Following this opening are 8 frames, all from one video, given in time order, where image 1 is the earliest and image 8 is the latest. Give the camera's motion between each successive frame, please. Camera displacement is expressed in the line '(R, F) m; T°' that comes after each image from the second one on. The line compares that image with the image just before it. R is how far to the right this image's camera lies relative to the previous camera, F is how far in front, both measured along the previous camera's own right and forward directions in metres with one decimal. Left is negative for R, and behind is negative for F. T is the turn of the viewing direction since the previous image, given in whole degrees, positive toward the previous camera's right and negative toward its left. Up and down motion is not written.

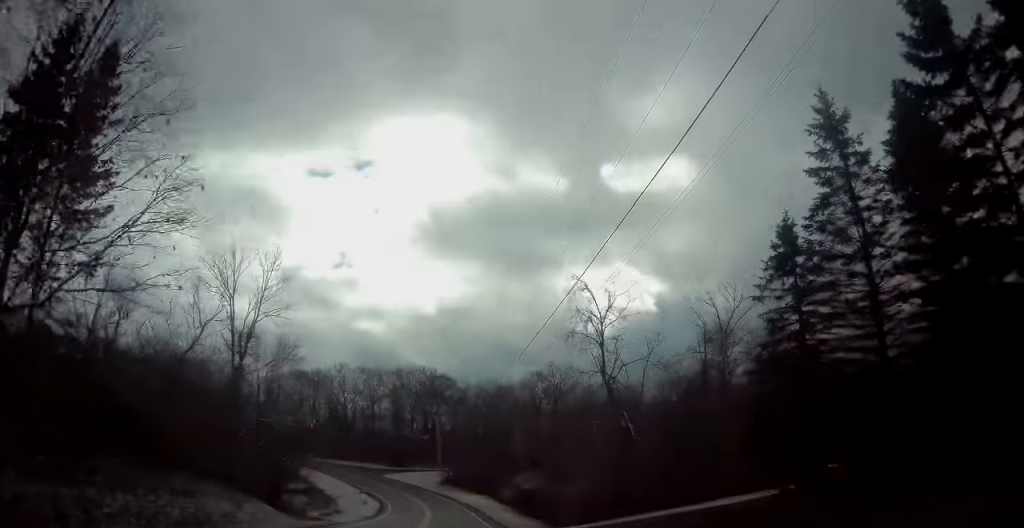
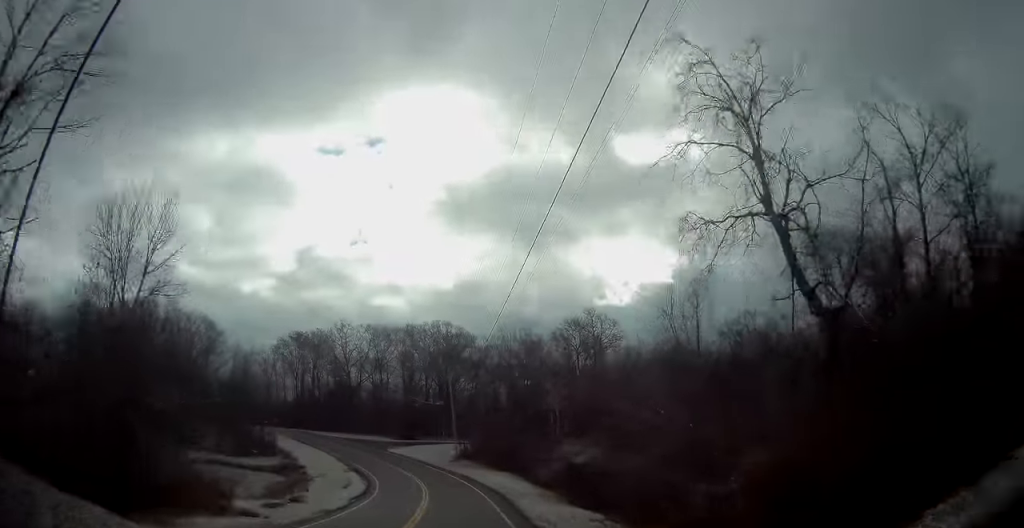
(-0.3, +17.8) m; -3°
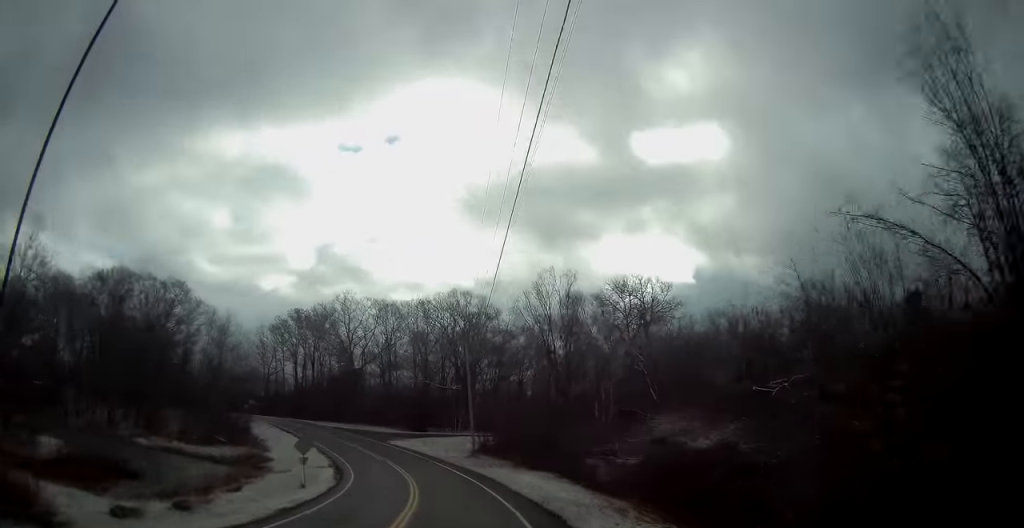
(-0.5, +16.0) m; -4°
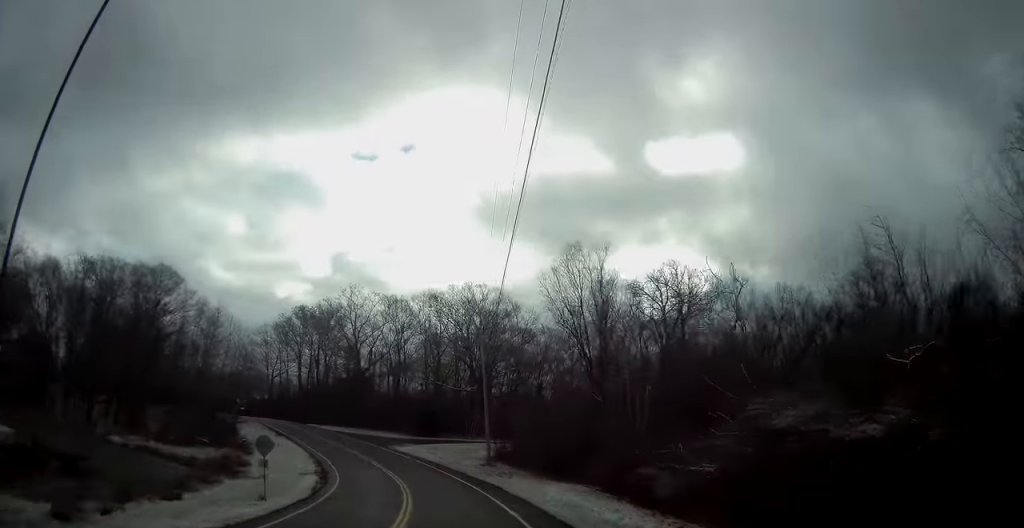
(-0.2, +7.4) m; -2°
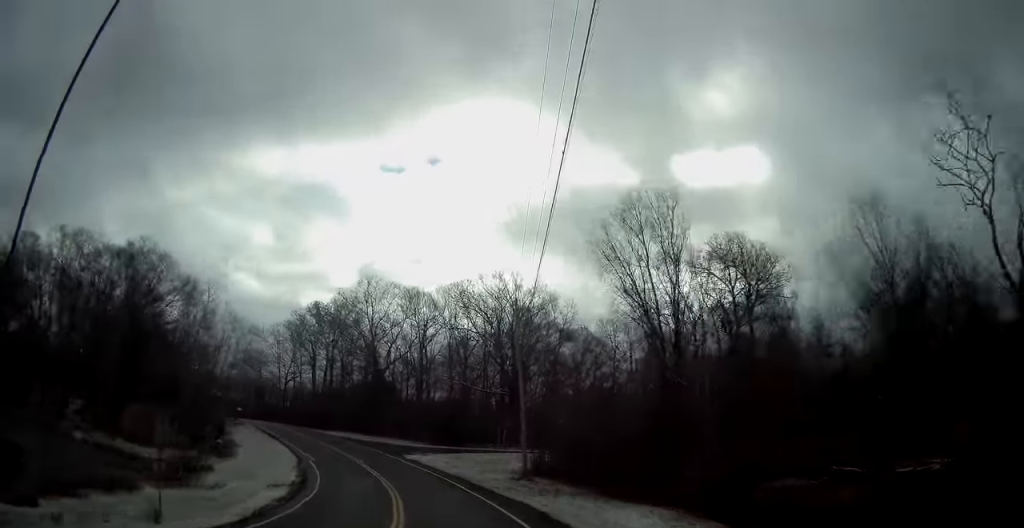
(-0.2, +9.7) m; -3°
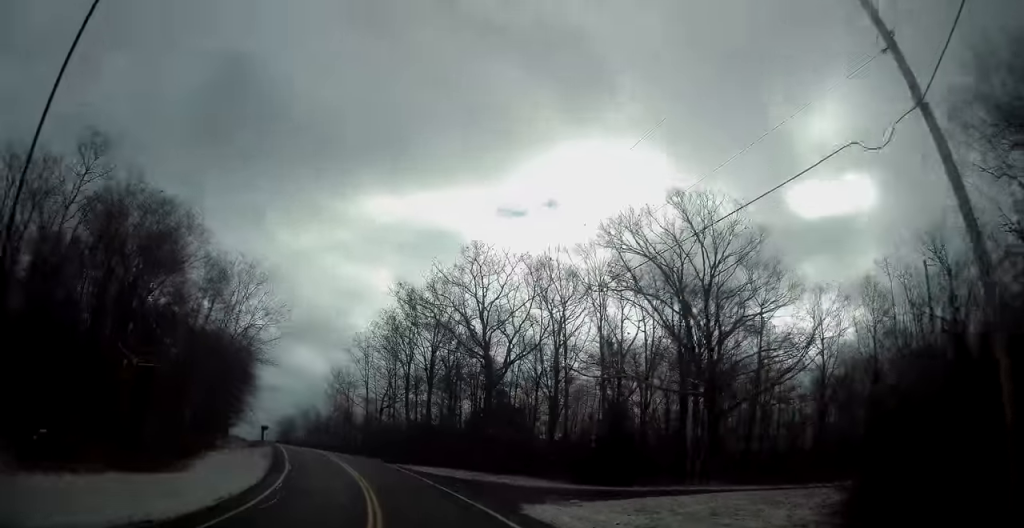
(-2.6, +25.9) m; -13°
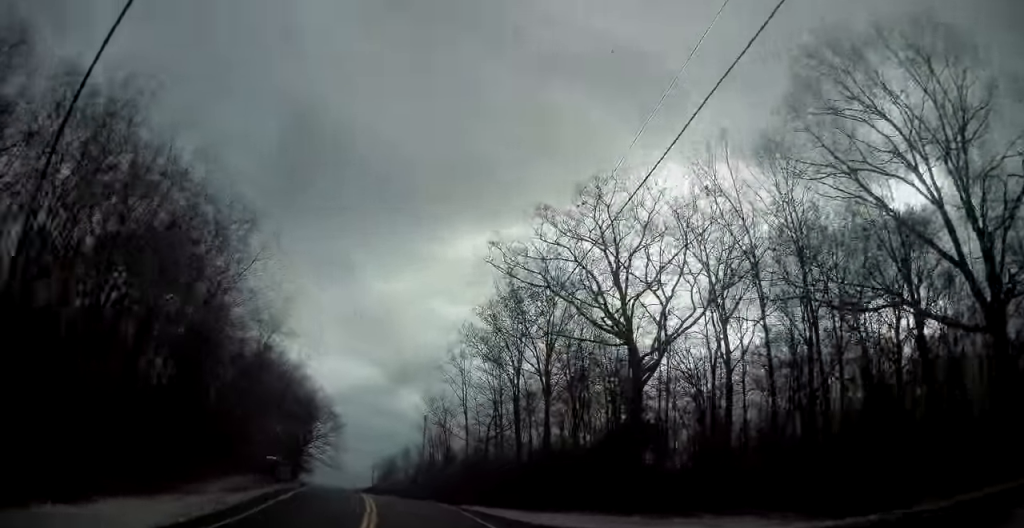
(-1.8, +18.3) m; -10°
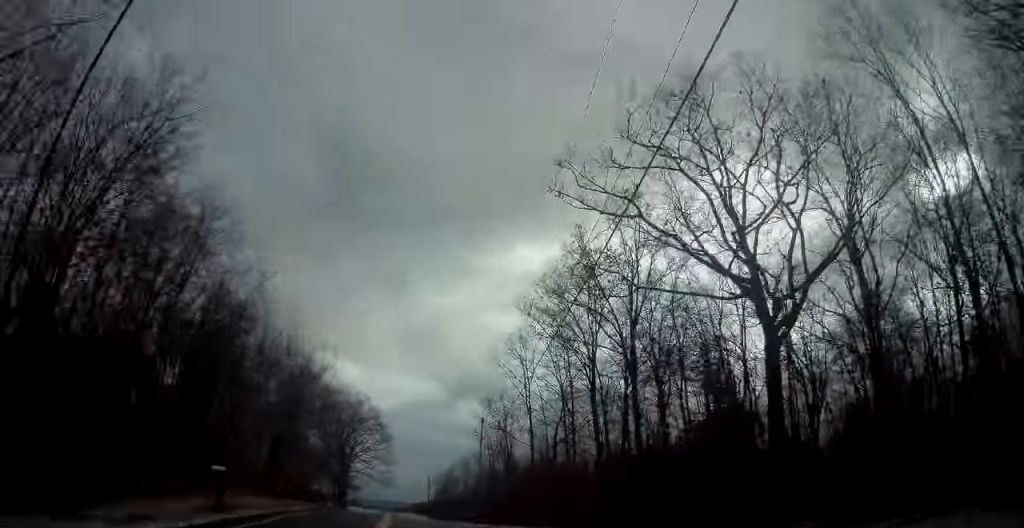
(-0.4, +11.0) m; -5°
